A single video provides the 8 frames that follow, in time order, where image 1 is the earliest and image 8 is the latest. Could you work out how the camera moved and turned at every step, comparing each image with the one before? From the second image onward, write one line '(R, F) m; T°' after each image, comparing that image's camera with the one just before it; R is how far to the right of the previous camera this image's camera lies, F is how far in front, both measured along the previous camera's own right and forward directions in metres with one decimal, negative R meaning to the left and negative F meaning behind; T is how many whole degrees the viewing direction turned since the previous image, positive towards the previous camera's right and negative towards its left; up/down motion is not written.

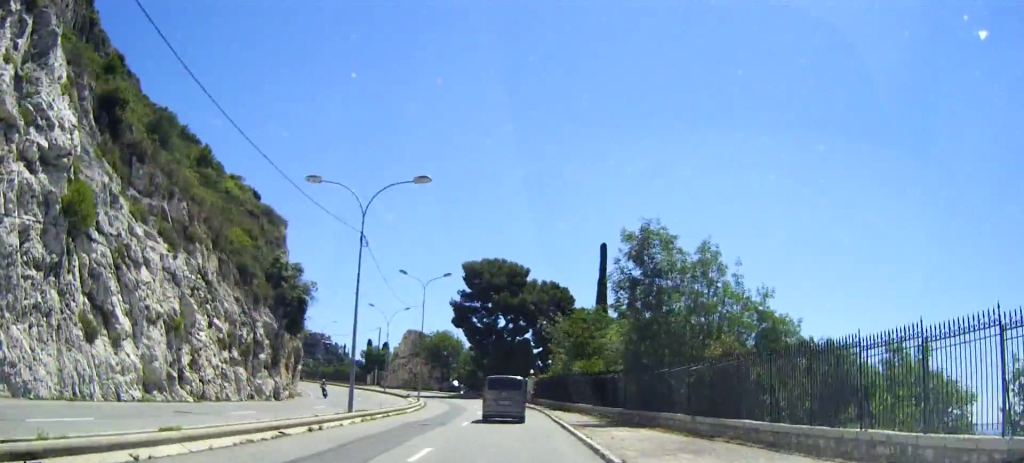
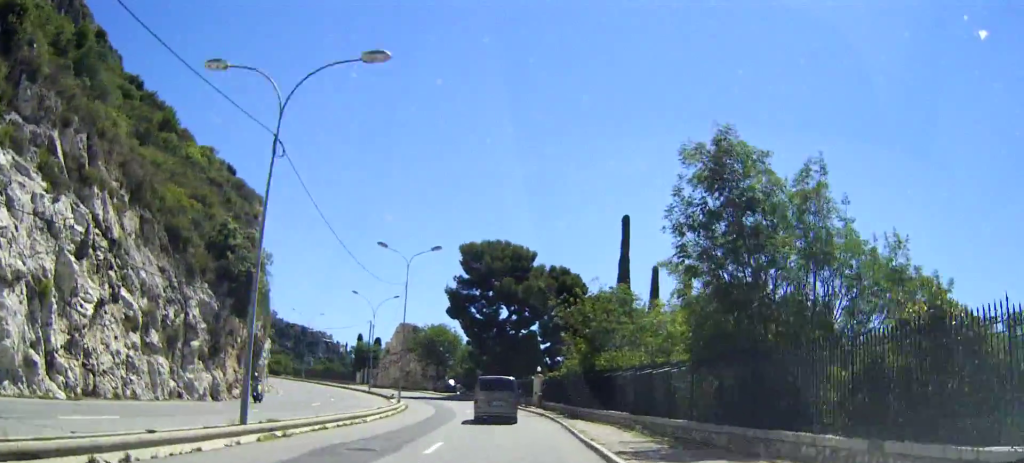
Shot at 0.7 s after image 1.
(0.0, +10.9) m; 0°
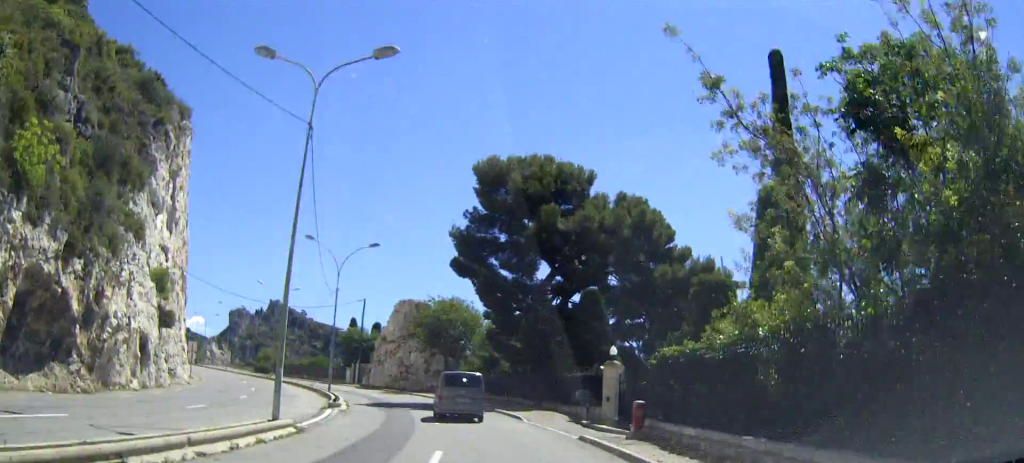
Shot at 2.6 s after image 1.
(-0.2, +28.8) m; -3°
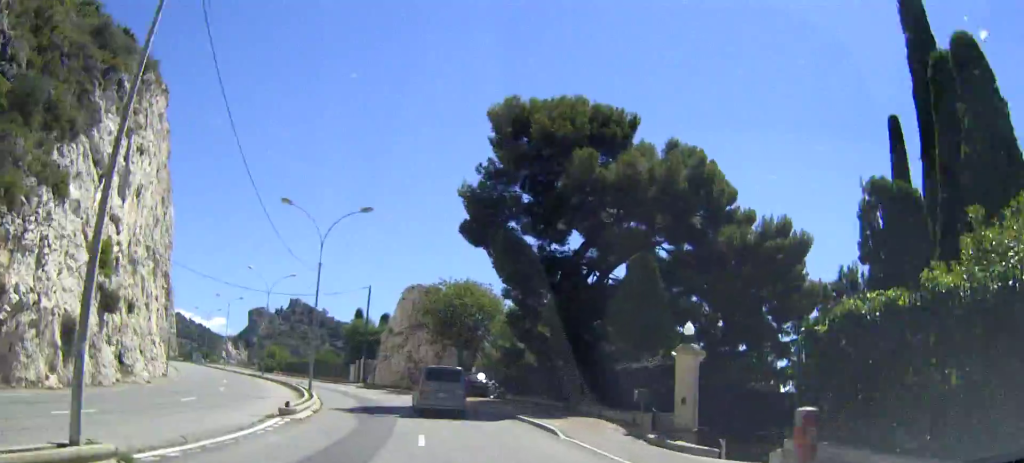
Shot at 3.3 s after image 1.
(-0.3, +10.0) m; -4°
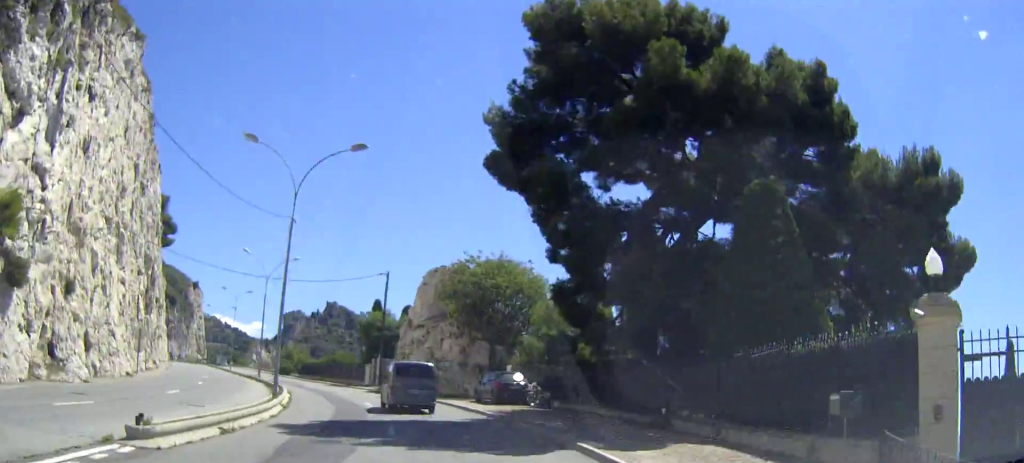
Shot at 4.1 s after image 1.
(-0.6, +11.4) m; -3°
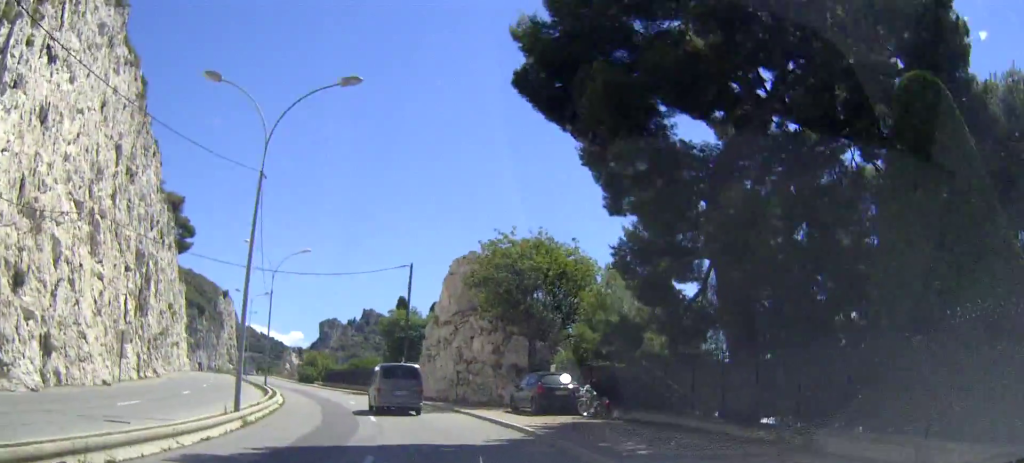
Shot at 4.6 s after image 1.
(-0.2, +7.4) m; -2°
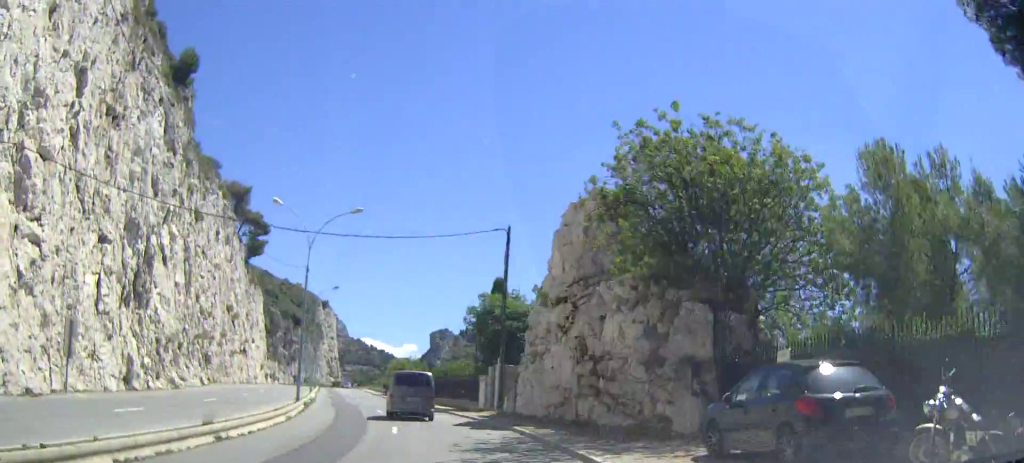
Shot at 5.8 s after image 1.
(-0.6, +16.0) m; -7°
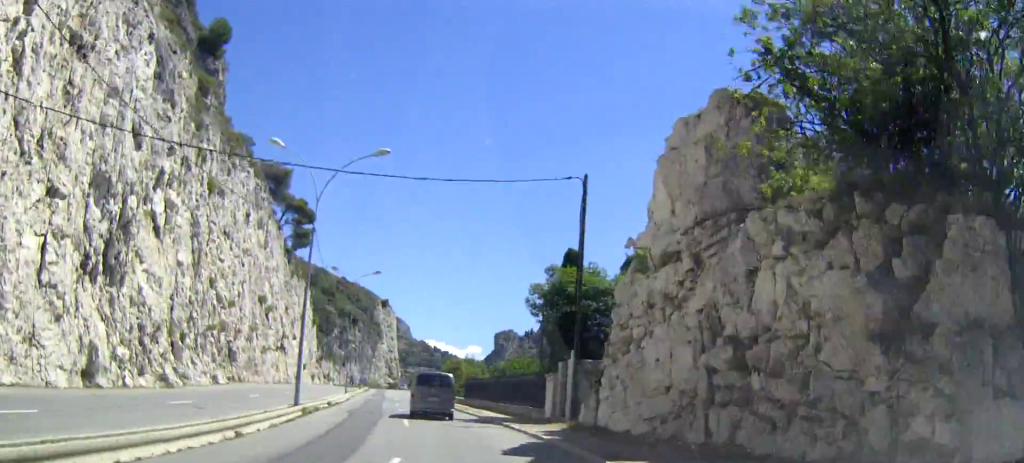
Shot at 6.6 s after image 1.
(-0.5, +10.0) m; -6°
